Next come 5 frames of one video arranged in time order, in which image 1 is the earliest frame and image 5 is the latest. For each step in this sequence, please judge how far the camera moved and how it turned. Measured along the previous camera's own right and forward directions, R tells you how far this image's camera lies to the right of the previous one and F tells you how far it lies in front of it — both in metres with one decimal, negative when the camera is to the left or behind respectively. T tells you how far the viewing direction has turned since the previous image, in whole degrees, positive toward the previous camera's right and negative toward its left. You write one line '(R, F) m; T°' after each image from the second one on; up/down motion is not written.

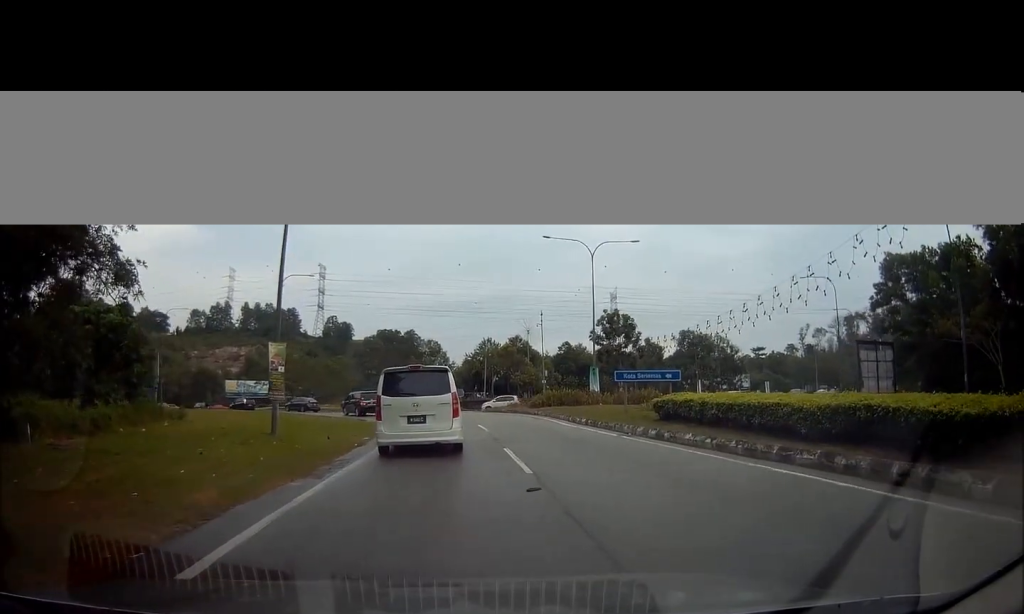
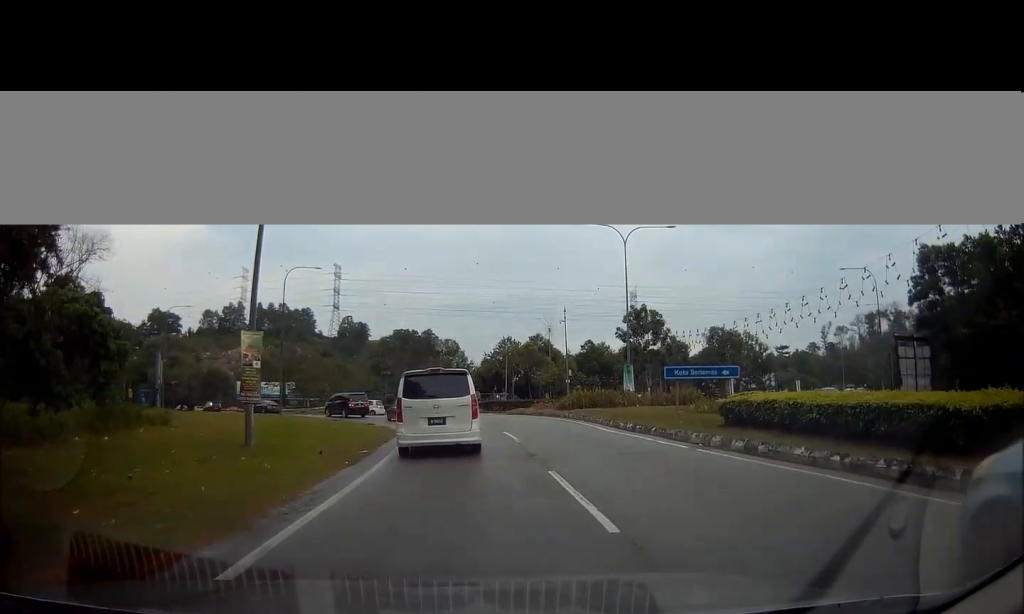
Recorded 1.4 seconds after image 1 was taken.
(0.0, +3.8) m; -1°
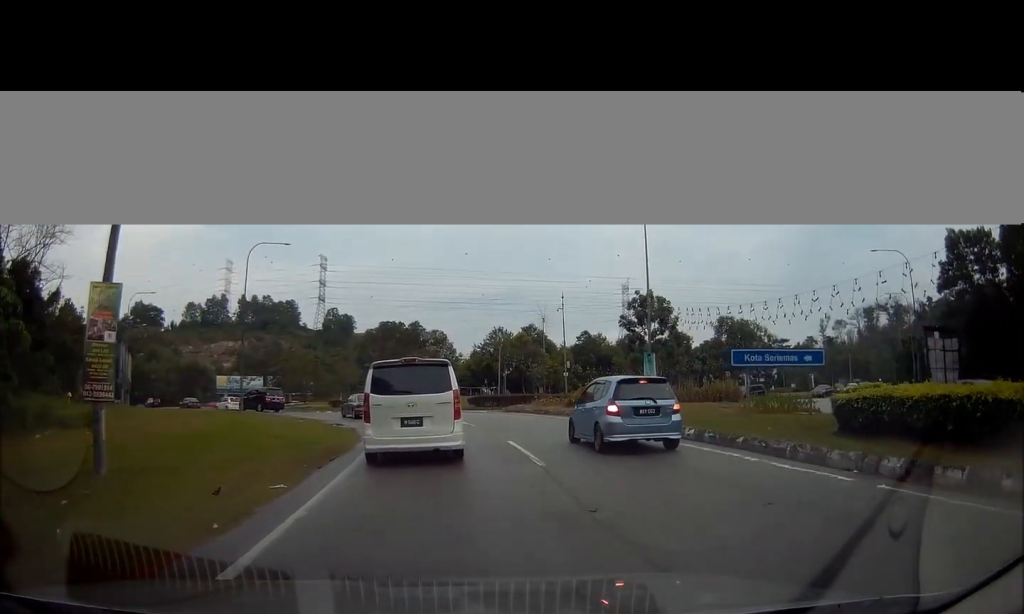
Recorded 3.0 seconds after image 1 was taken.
(+0.1, +6.0) m; +1°
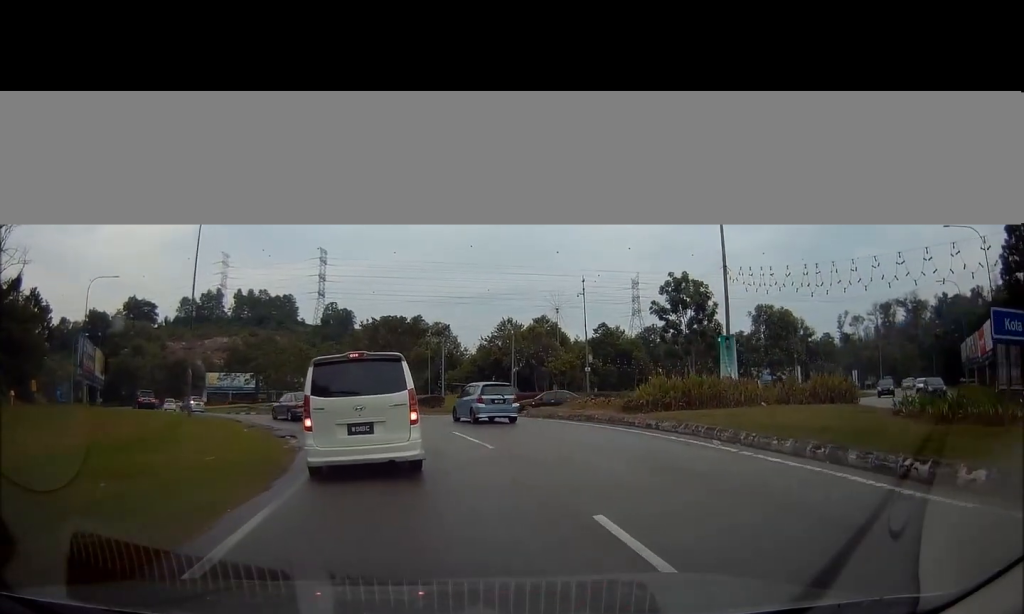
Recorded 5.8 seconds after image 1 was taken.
(-0.6, +9.0) m; -5°
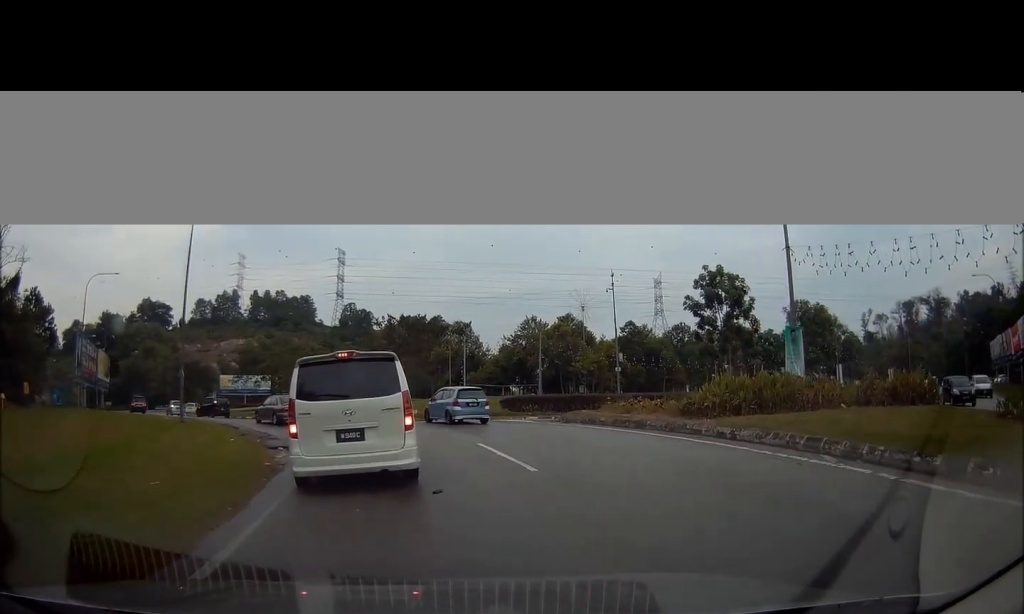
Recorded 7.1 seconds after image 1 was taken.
(+0.1, +3.7) m; -1°
